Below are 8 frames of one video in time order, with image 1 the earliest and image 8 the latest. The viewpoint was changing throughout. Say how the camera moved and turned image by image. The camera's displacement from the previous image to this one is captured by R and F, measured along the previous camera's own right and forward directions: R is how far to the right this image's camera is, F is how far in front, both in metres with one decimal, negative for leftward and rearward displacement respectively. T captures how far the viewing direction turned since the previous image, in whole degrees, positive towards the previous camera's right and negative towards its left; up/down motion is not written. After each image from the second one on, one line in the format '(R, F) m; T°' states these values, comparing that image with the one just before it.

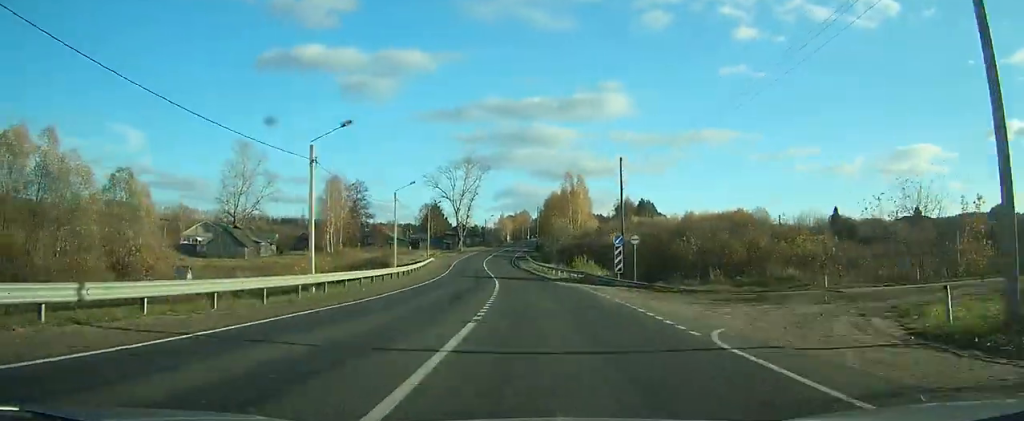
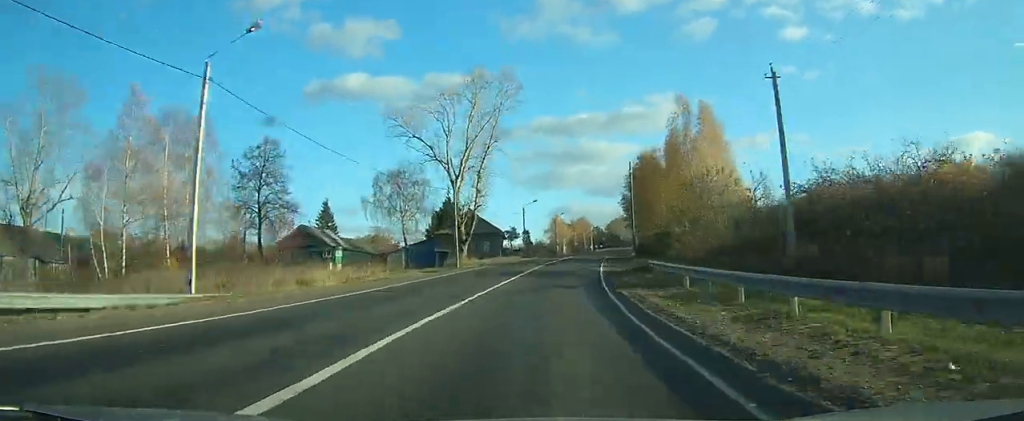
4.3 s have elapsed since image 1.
(-2.5, +72.1) m; -2°
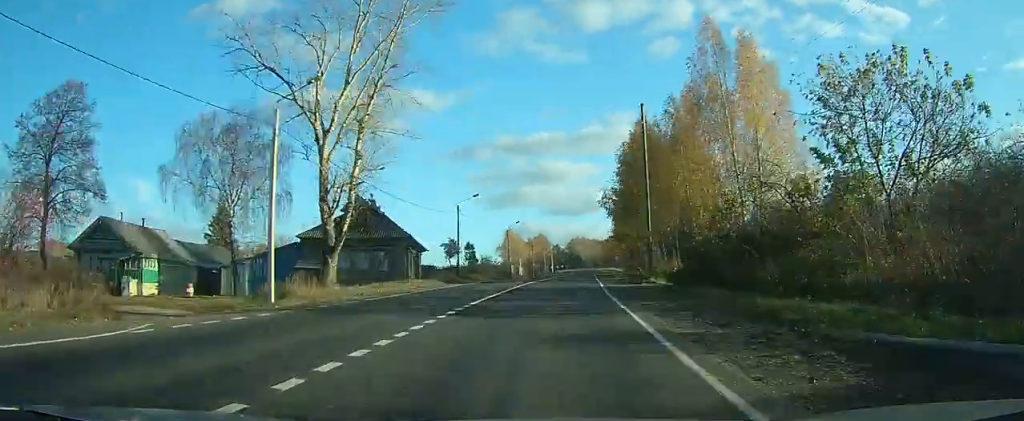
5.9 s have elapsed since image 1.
(0.0, +27.0) m; +1°
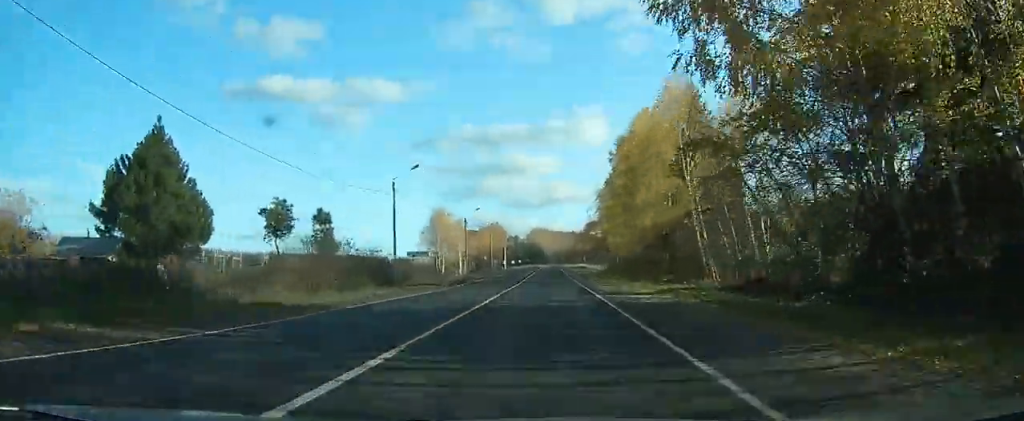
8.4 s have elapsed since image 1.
(+0.9, +45.2) m; 0°
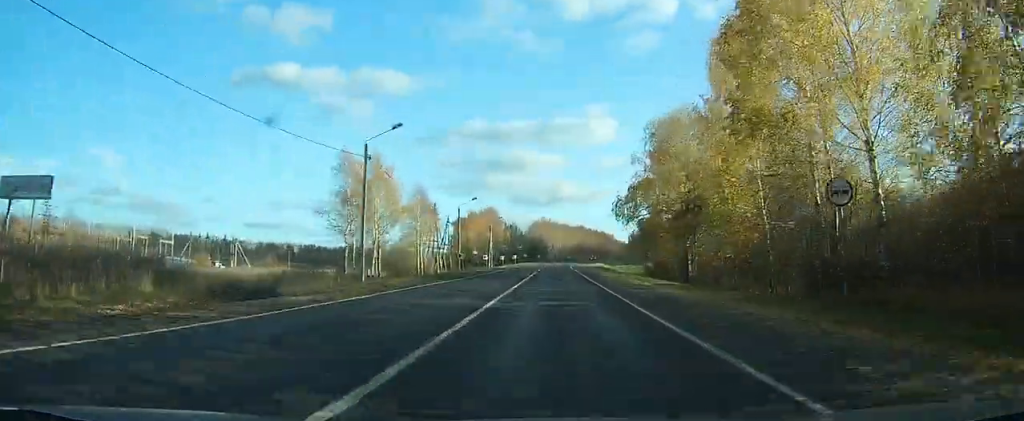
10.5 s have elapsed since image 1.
(-1.4, +41.6) m; -5°
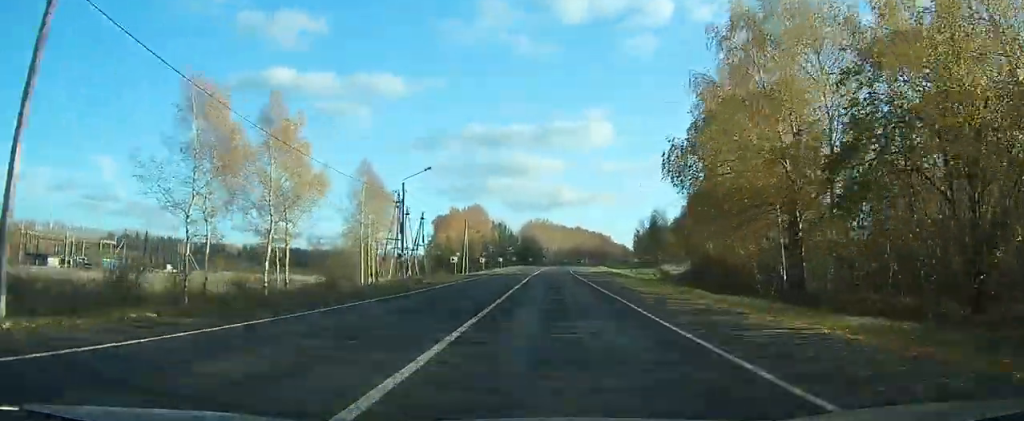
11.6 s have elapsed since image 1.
(-1.7, +23.4) m; +6°
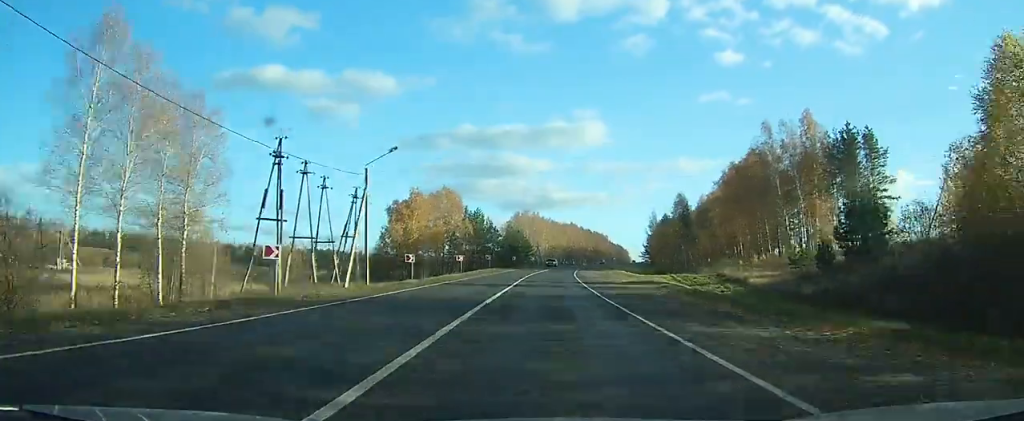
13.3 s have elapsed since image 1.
(+3.5, +38.9) m; +8°
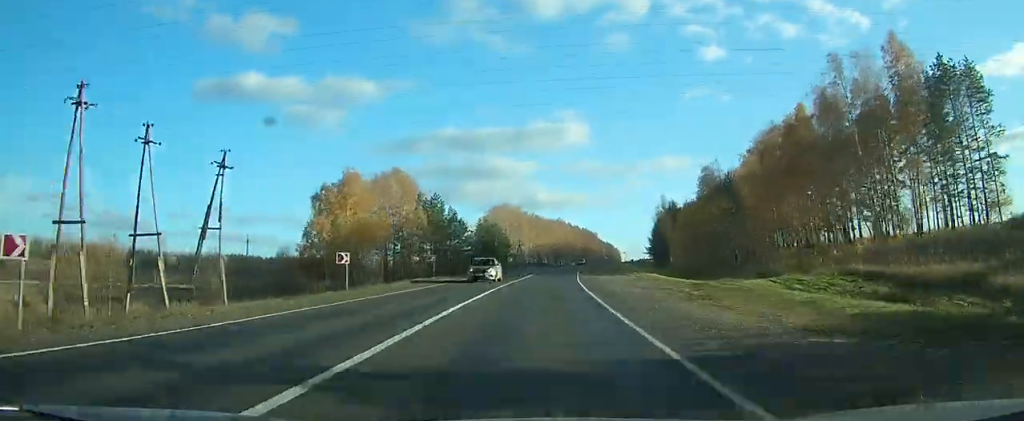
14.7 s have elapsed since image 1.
(+4.1, +33.5) m; +5°
